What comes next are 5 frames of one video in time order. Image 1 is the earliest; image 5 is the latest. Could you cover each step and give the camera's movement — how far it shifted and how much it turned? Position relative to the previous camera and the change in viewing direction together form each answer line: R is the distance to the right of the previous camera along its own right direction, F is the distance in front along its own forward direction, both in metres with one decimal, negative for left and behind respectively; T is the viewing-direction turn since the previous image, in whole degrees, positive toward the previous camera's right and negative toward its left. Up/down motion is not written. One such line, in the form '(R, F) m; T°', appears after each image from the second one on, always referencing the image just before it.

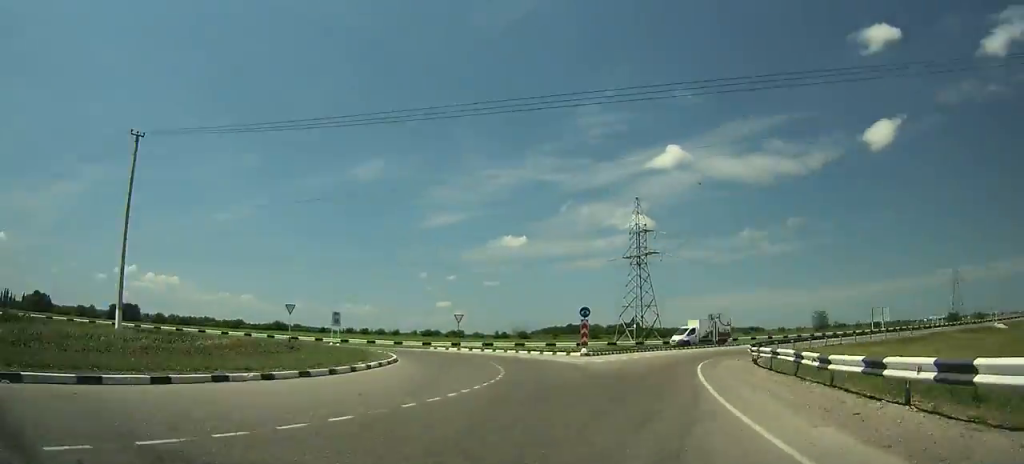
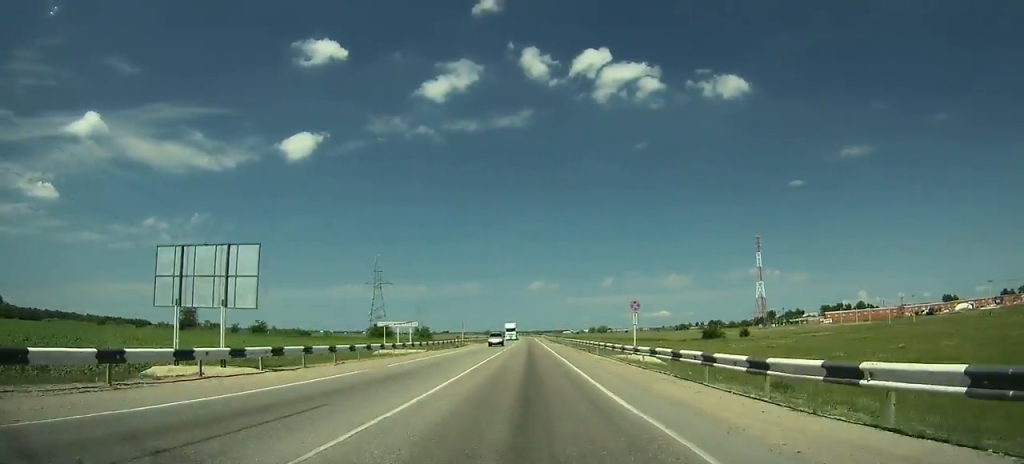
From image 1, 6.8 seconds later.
(+52.8, +65.1) m; +58°
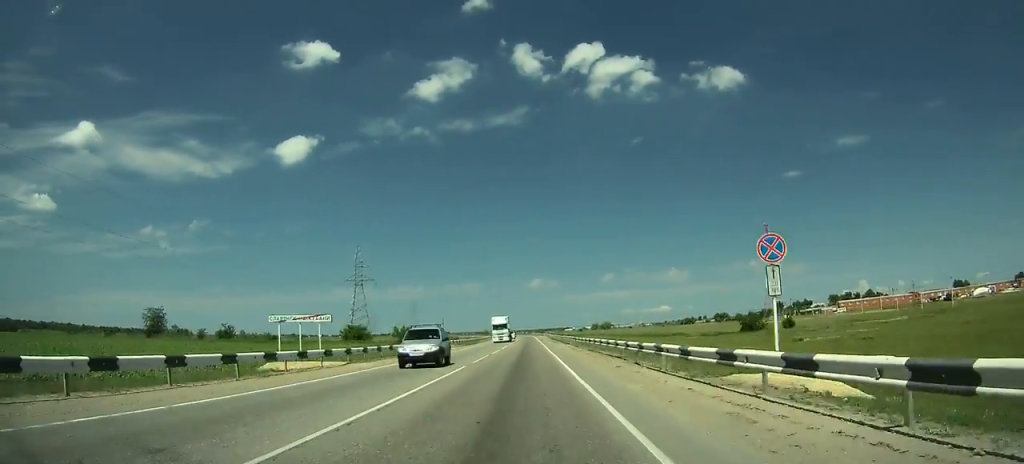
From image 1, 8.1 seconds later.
(+1.8, +20.8) m; +2°
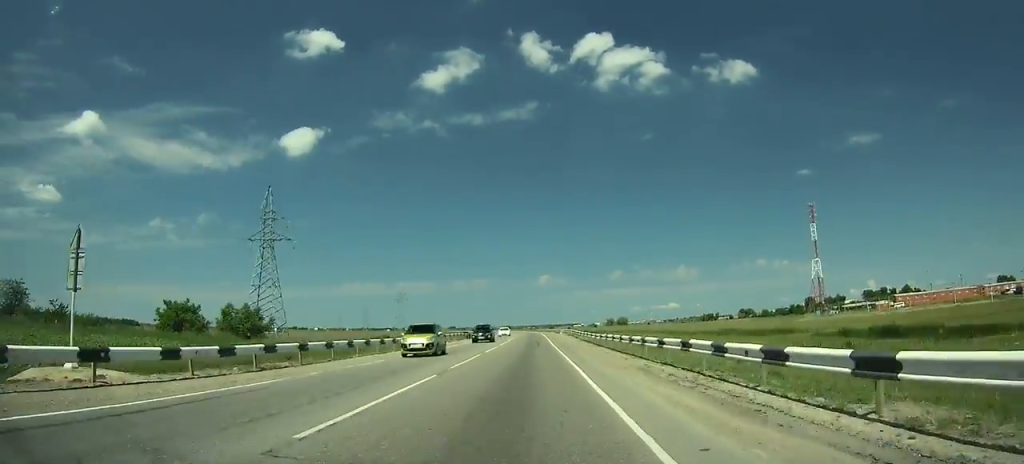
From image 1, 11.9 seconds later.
(+2.2, +66.6) m; +1°
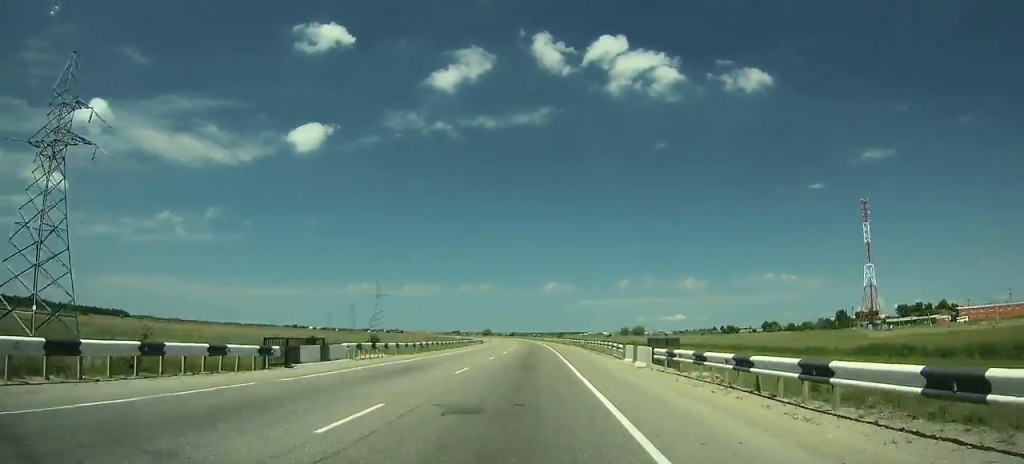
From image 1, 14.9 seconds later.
(-0.1, +59.2) m; -1°
